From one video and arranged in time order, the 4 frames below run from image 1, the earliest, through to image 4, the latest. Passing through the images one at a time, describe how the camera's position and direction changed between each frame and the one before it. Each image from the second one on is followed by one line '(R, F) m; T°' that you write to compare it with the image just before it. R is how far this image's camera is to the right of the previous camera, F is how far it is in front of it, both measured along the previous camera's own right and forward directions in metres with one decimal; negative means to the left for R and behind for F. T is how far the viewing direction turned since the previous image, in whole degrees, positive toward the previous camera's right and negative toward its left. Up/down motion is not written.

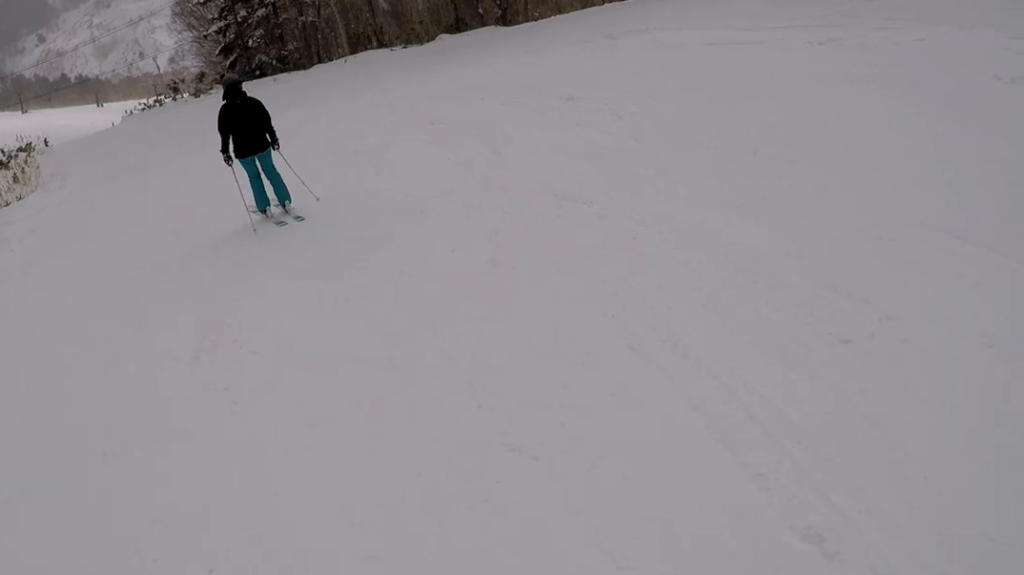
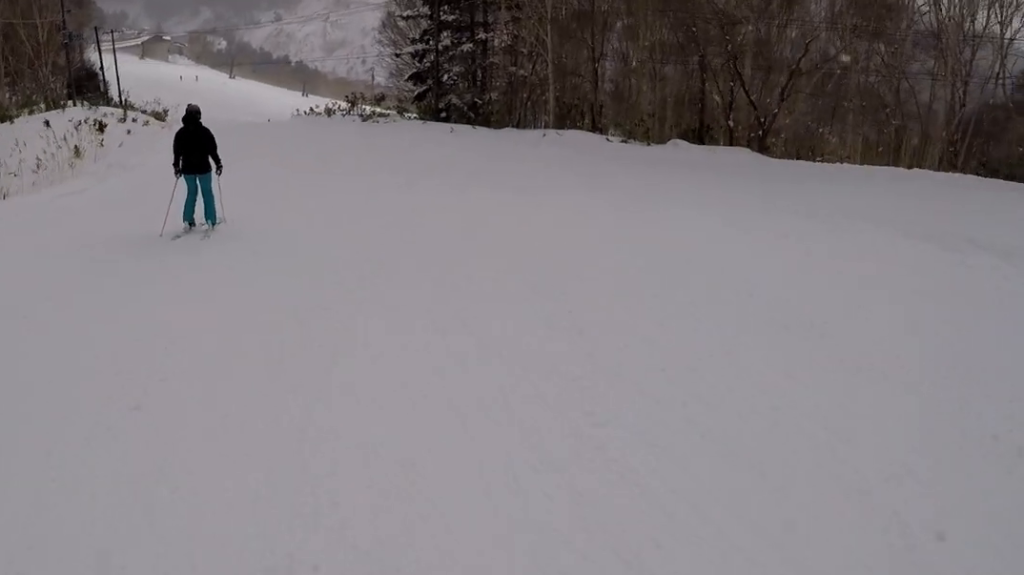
(-1.6, +9.8) m; -11°
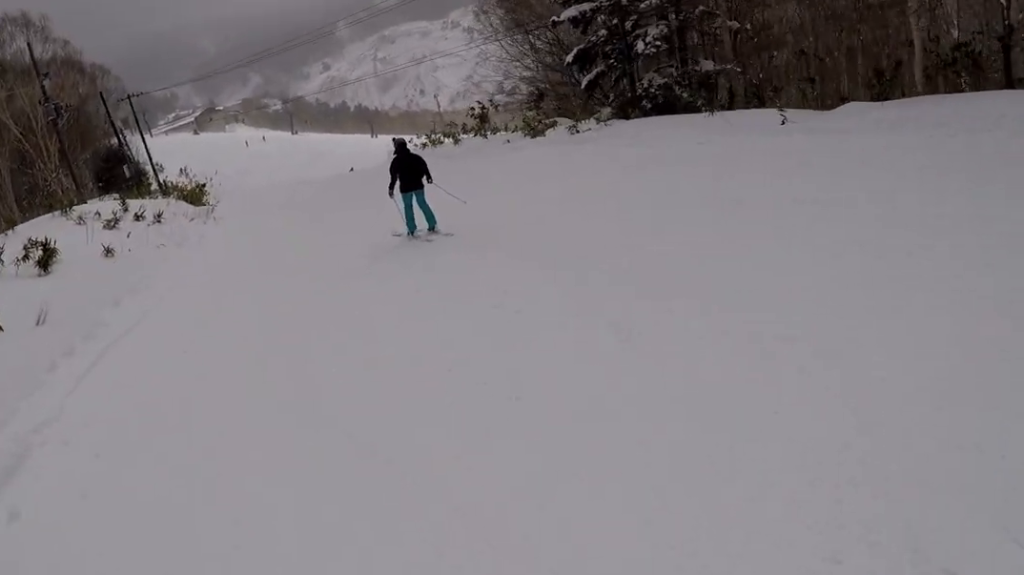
(-4.1, +16.5) m; -28°
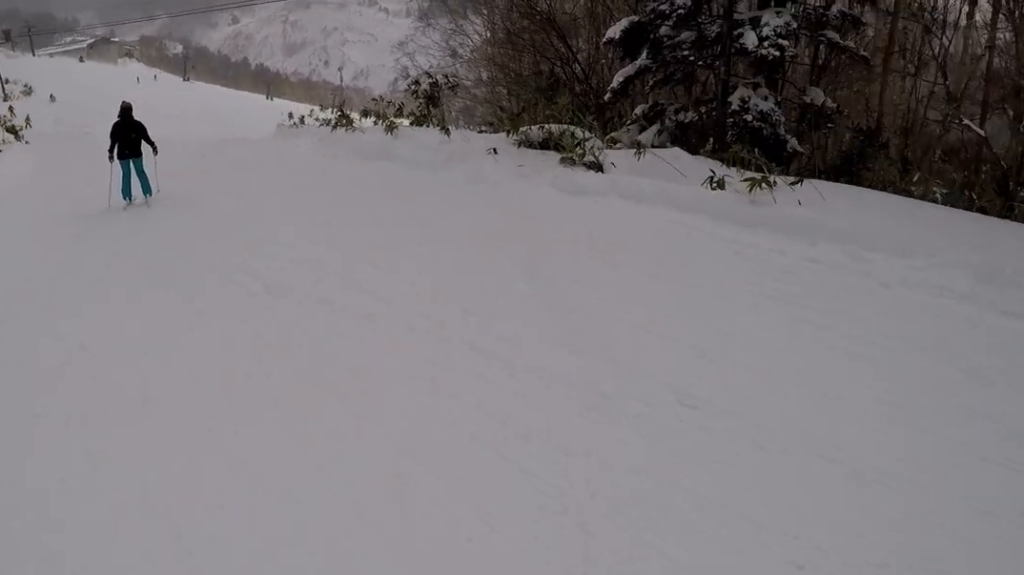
(+6.3, +10.7) m; +35°
